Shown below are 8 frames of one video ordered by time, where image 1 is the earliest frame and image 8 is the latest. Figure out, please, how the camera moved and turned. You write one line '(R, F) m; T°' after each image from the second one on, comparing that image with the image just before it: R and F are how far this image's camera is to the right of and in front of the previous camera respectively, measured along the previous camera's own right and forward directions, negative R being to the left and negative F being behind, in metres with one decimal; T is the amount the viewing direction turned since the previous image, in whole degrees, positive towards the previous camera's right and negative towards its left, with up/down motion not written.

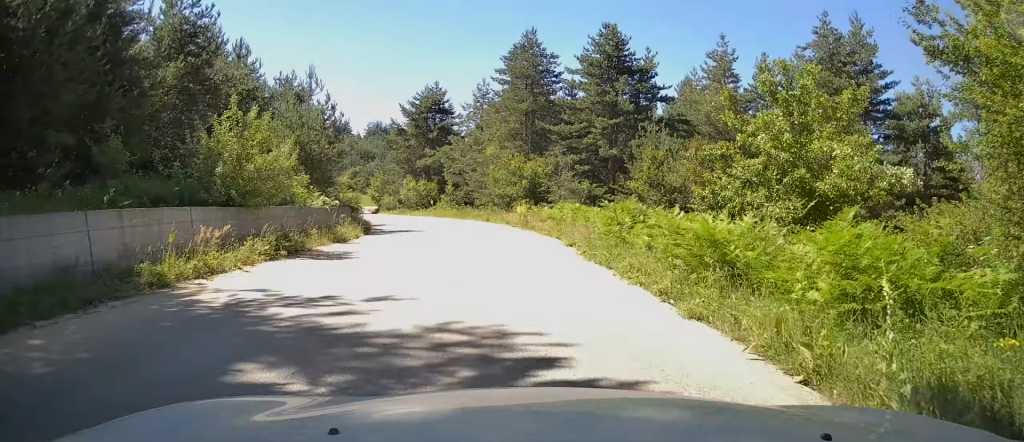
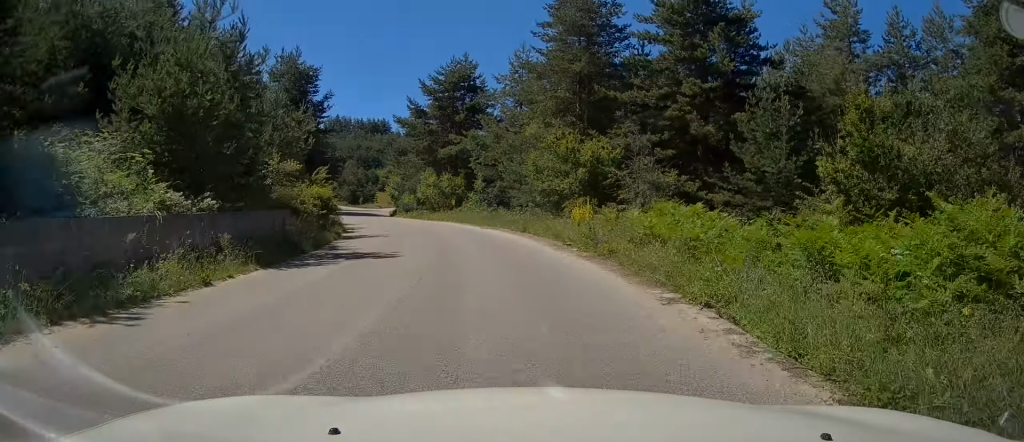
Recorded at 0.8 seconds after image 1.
(-0.4, +13.6) m; -5°
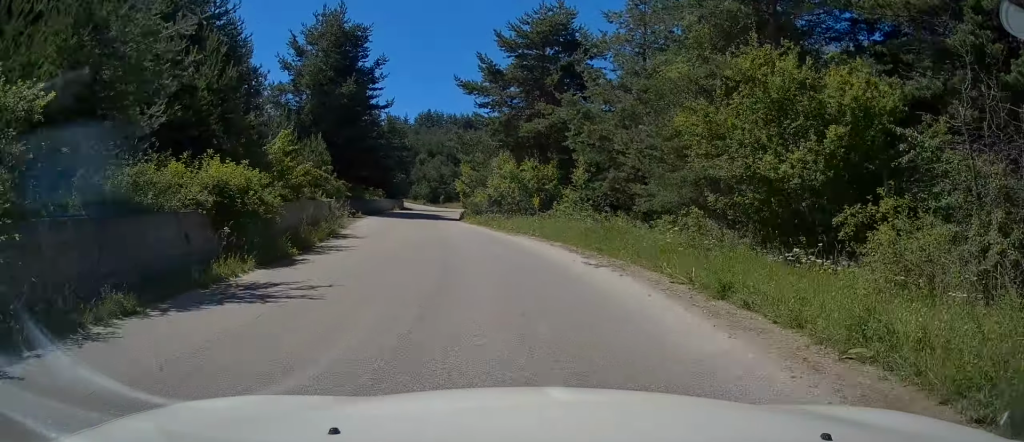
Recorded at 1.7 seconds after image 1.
(-1.0, +16.2) m; -7°
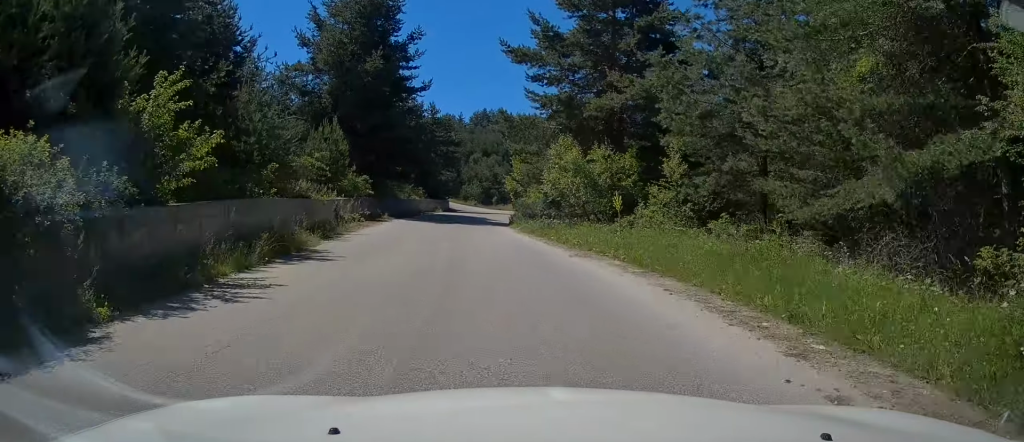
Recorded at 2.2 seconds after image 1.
(-0.5, +8.5) m; -2°
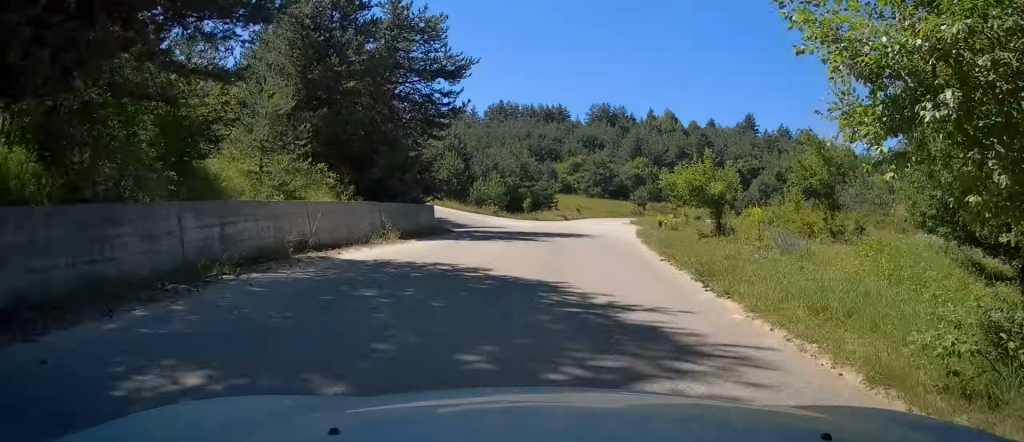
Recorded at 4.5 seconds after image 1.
(-1.8, +37.7) m; -2°
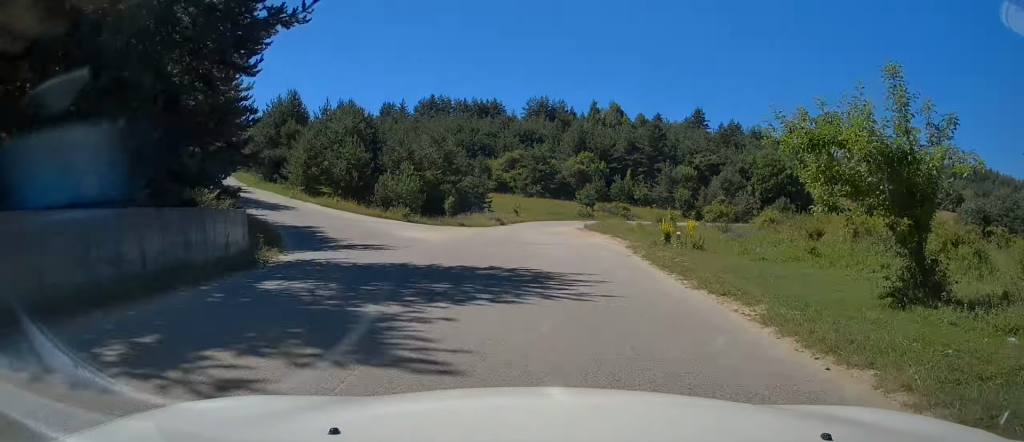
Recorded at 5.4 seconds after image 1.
(+0.3, +15.0) m; +3°
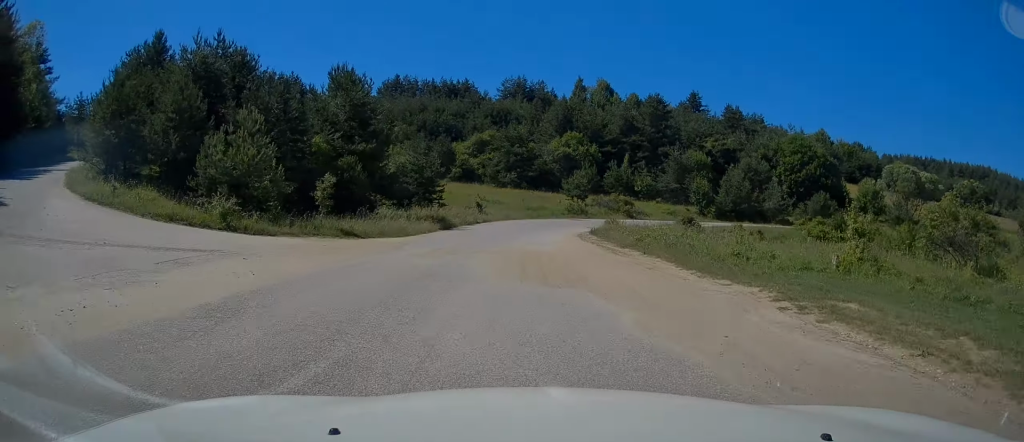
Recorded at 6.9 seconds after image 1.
(+1.0, +22.6) m; +4°
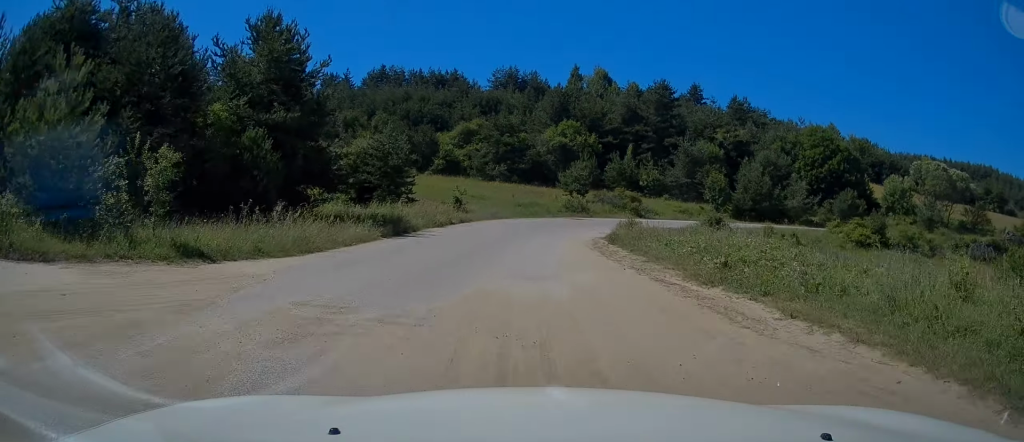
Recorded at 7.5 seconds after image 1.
(0.0, +9.8) m; +2°
